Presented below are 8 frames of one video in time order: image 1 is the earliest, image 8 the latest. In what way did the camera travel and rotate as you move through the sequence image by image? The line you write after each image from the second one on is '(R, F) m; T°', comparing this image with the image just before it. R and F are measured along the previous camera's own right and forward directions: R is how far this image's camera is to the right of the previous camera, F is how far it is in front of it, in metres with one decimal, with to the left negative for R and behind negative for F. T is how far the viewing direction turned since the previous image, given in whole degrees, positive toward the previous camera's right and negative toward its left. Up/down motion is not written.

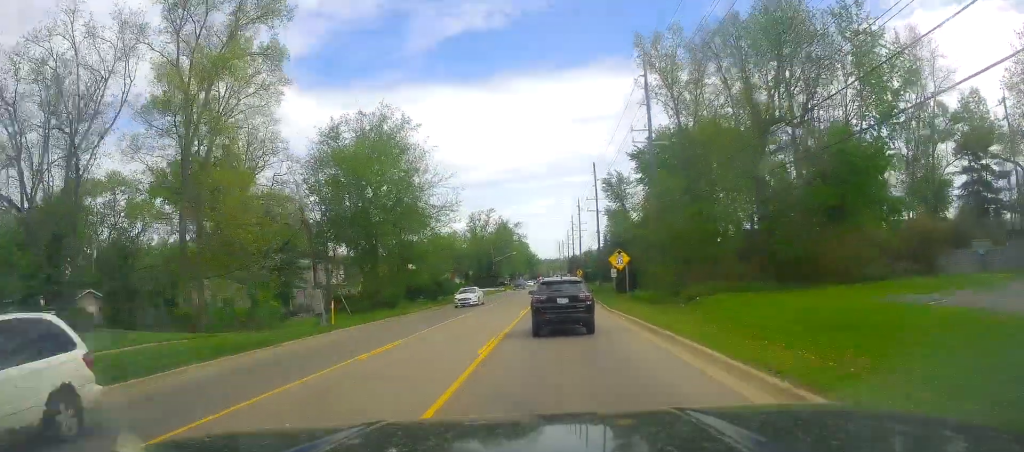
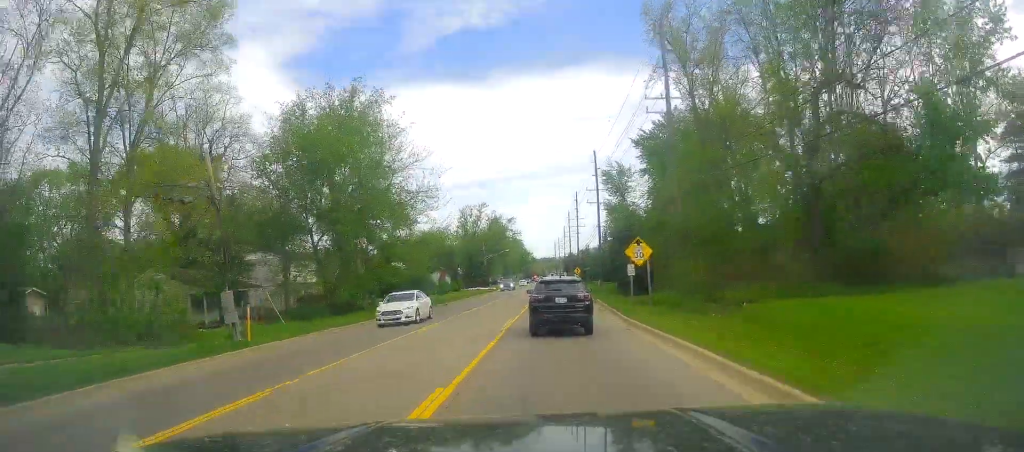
(+0.3, +8.4) m; +1°
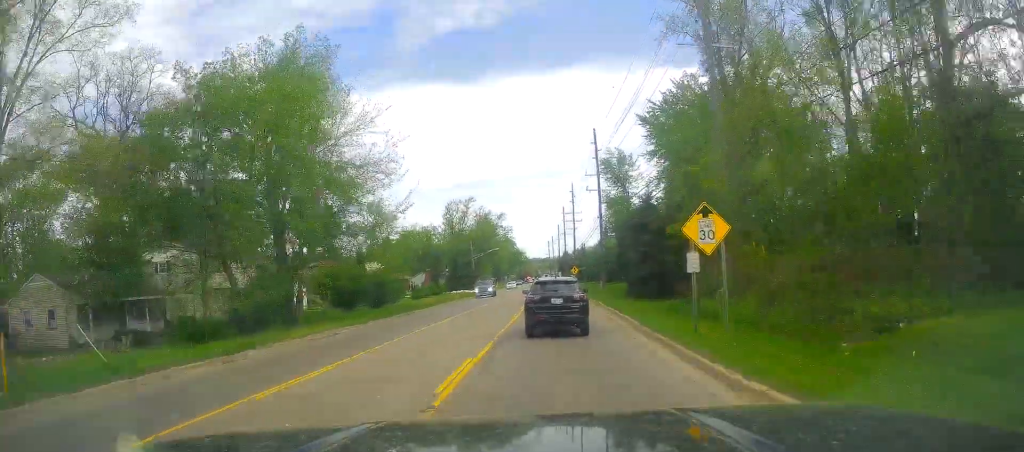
(+0.3, +11.8) m; +1°
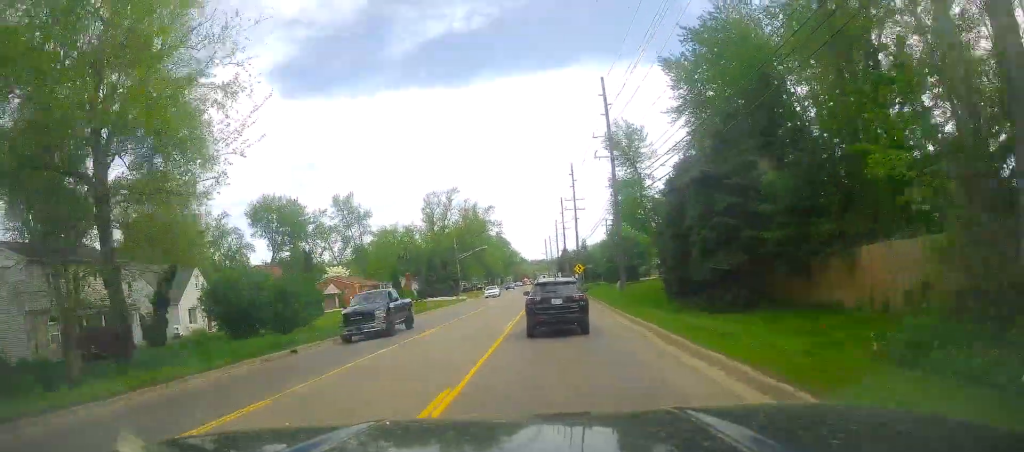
(-0.1, +18.5) m; +1°
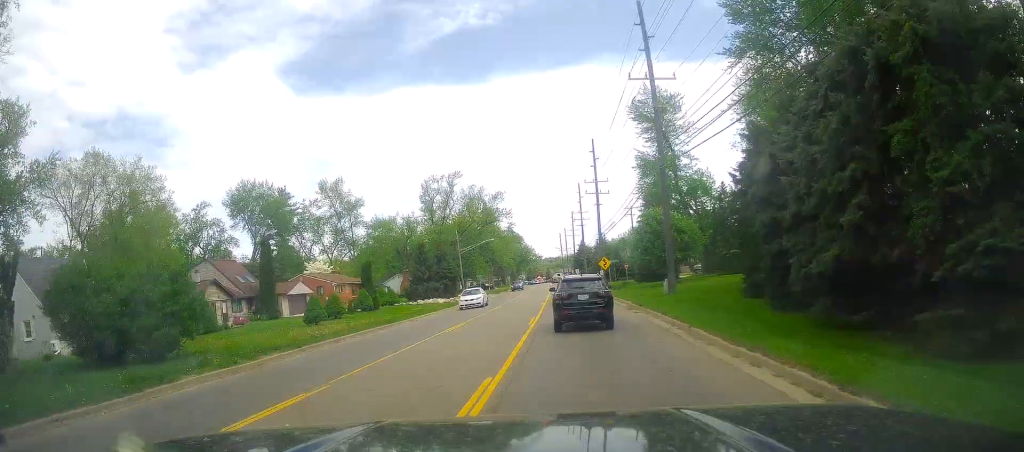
(+0.2, +14.2) m; +1°
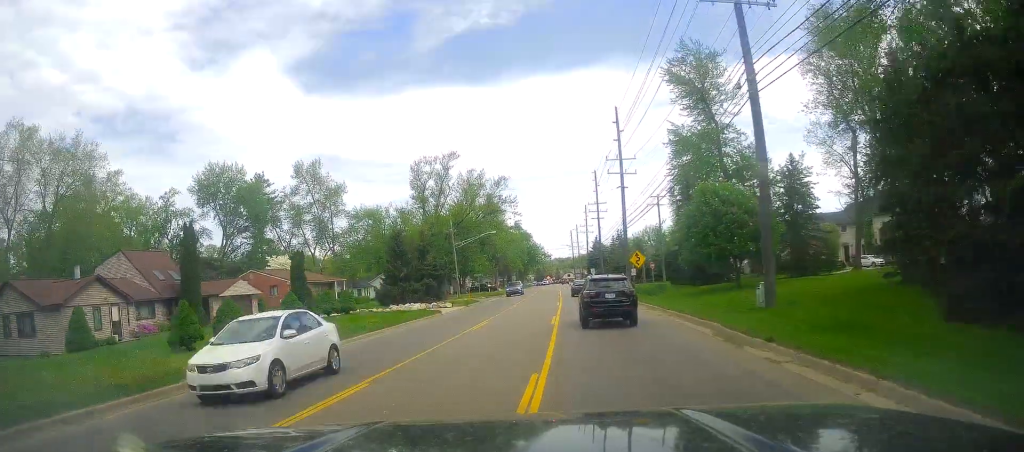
(0.0, +14.9) m; -2°
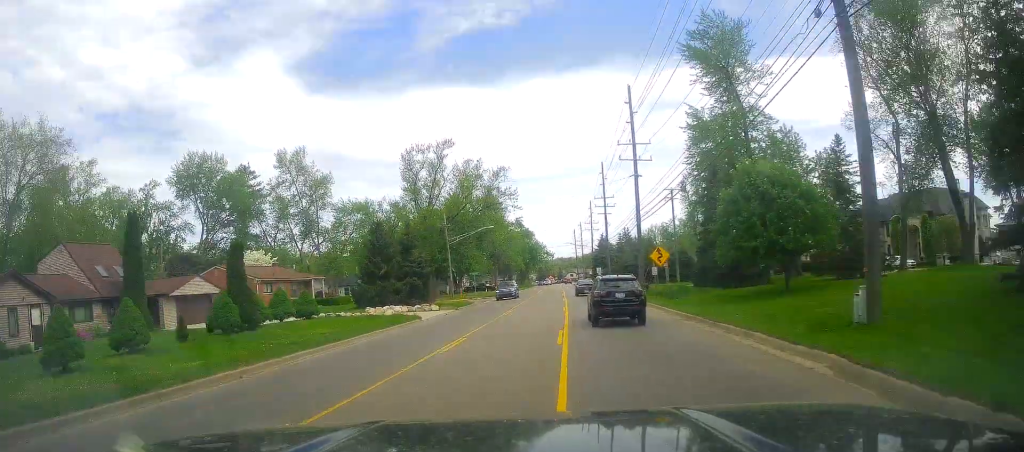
(+0.2, +7.2) m; -1°
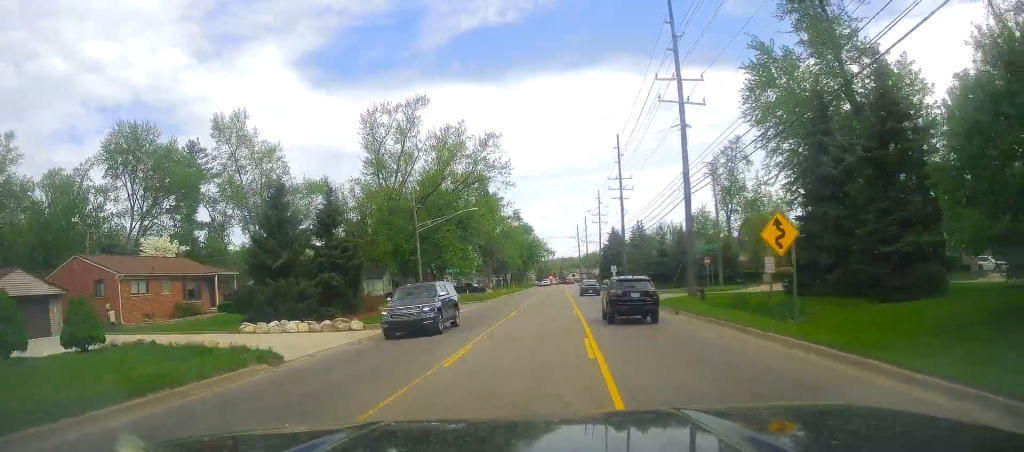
(-0.6, +18.0) m; 0°
